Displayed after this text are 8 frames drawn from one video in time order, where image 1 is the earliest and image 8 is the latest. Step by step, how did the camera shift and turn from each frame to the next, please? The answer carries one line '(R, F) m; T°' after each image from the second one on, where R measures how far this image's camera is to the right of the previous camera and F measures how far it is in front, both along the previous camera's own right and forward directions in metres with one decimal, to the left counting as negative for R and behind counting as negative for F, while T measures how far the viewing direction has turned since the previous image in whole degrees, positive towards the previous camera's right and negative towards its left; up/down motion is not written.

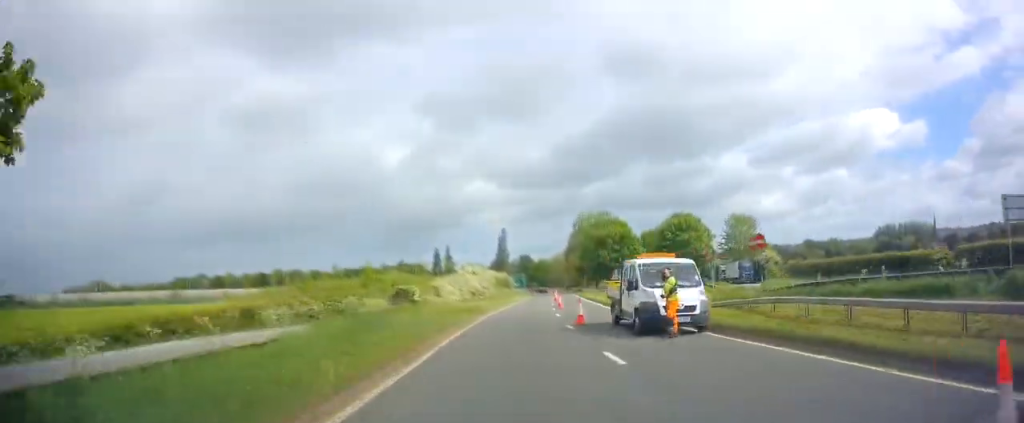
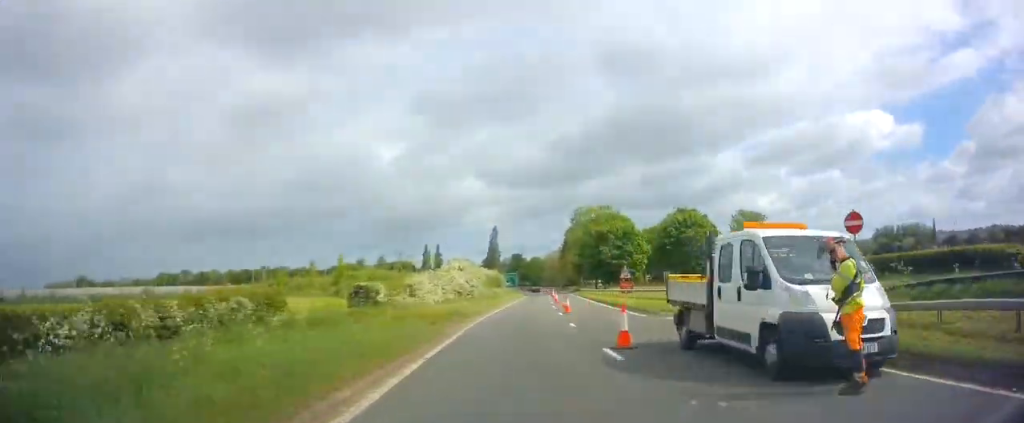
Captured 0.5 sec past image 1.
(+0.1, +8.4) m; +1°
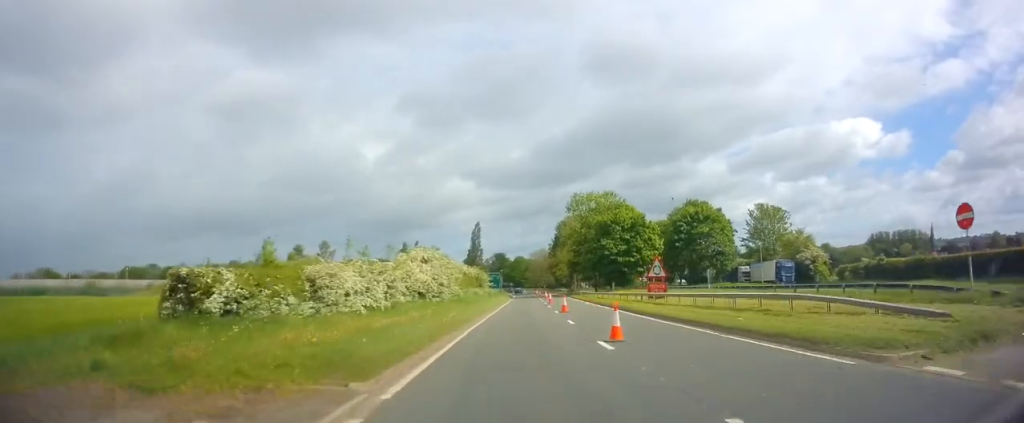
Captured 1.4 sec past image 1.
(+0.1, +15.2) m; +2°
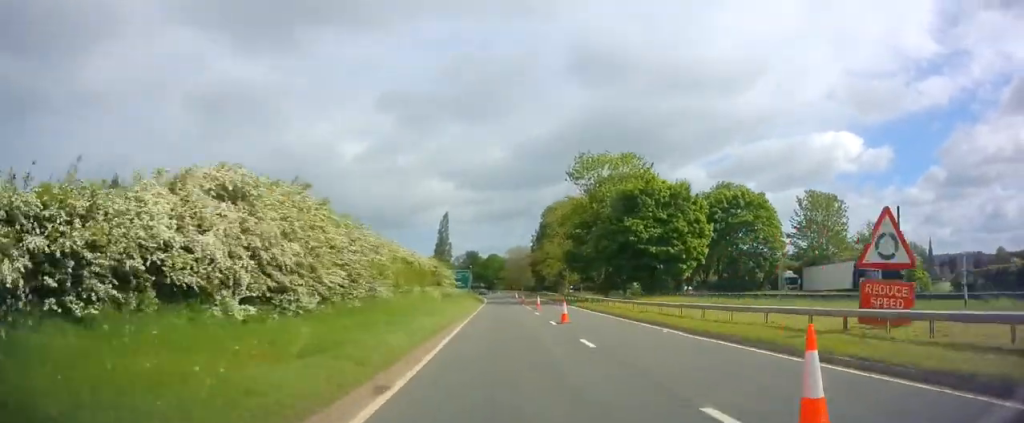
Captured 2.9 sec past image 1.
(+0.7, +25.6) m; +2°
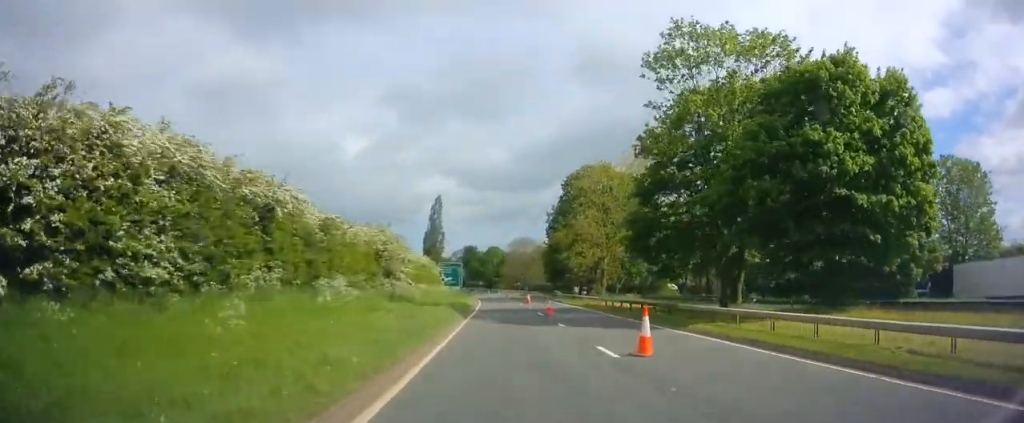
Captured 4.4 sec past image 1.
(+0.4, +27.8) m; 0°
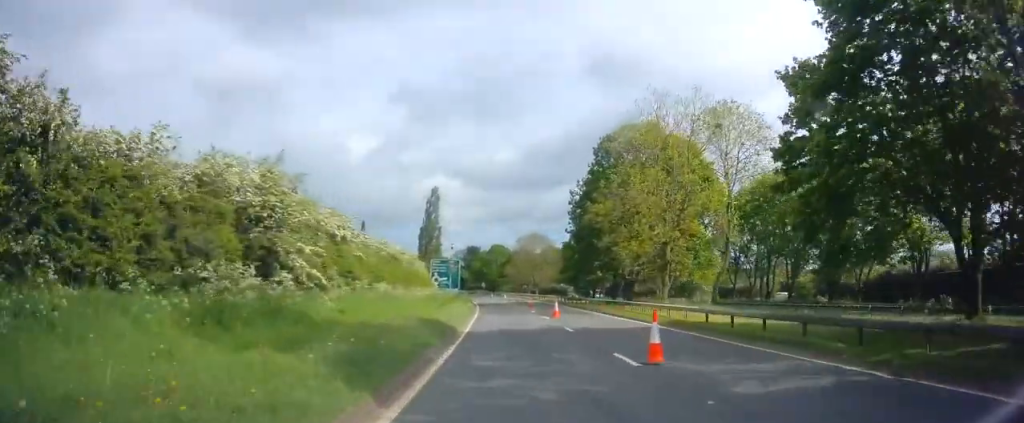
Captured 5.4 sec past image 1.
(-0.3, +18.2) m; 0°
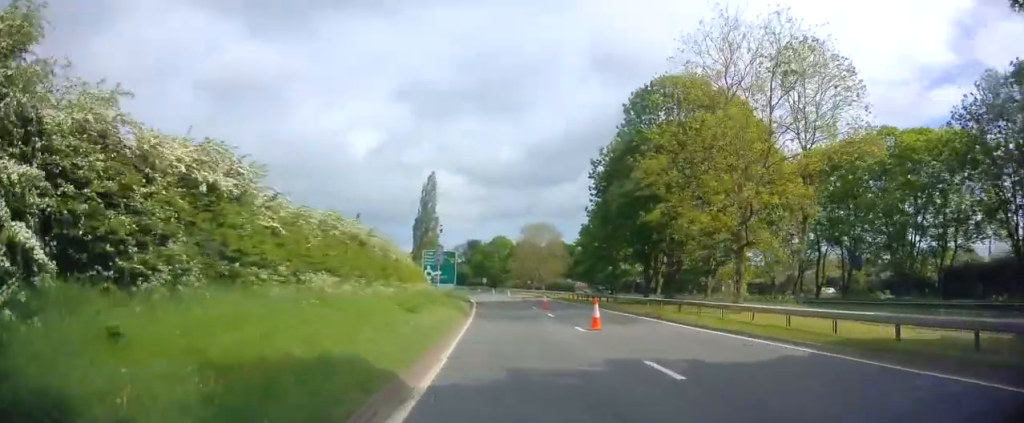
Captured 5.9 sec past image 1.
(+0.1, +10.8) m; 0°
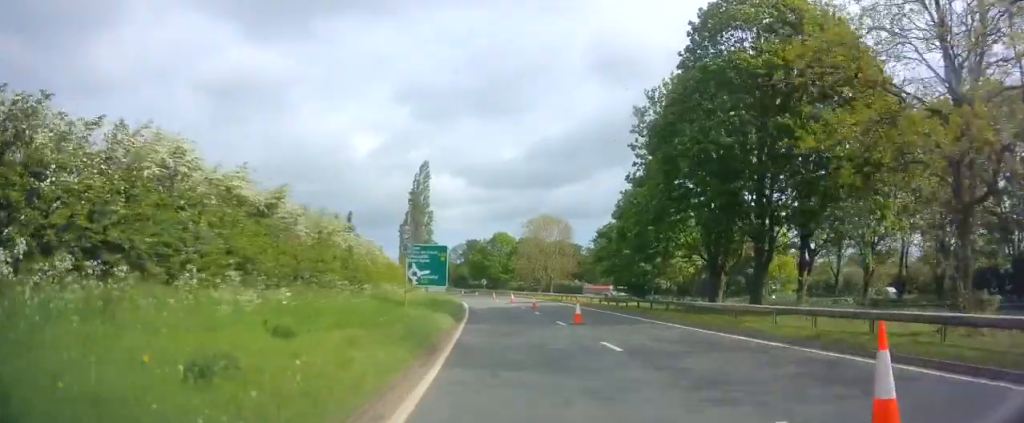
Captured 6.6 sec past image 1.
(+0.3, +13.3) m; 0°
